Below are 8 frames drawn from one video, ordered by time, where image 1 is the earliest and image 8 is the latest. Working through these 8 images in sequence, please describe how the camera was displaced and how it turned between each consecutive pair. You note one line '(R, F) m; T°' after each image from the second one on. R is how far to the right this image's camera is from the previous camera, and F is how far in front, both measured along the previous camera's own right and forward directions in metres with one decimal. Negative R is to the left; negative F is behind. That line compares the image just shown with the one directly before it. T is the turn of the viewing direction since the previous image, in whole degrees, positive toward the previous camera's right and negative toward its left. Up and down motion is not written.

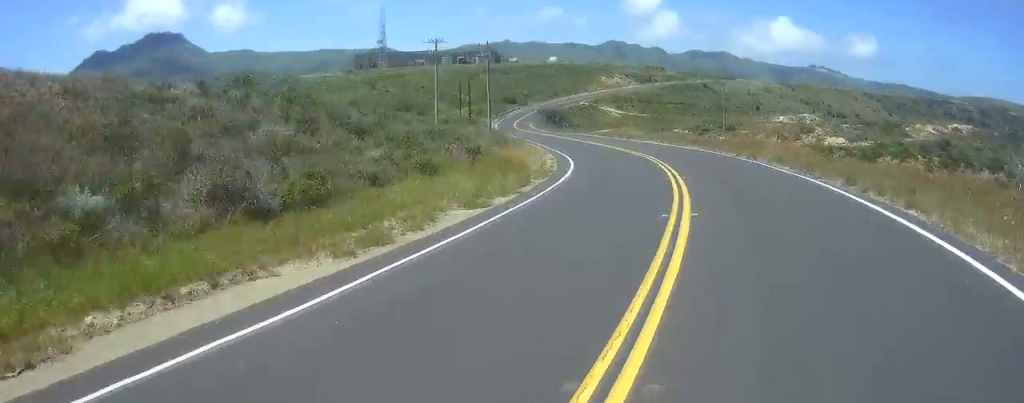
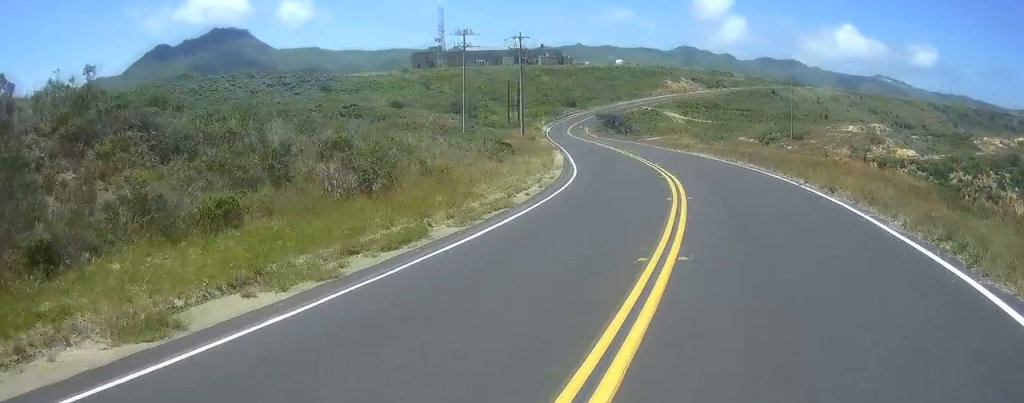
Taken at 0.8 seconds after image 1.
(-0.3, +11.7) m; -5°
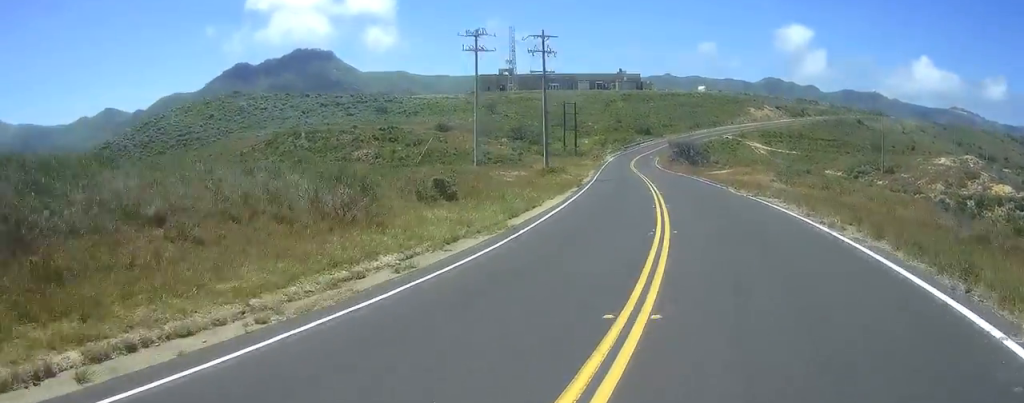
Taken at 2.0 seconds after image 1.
(-1.4, +18.6) m; -8°
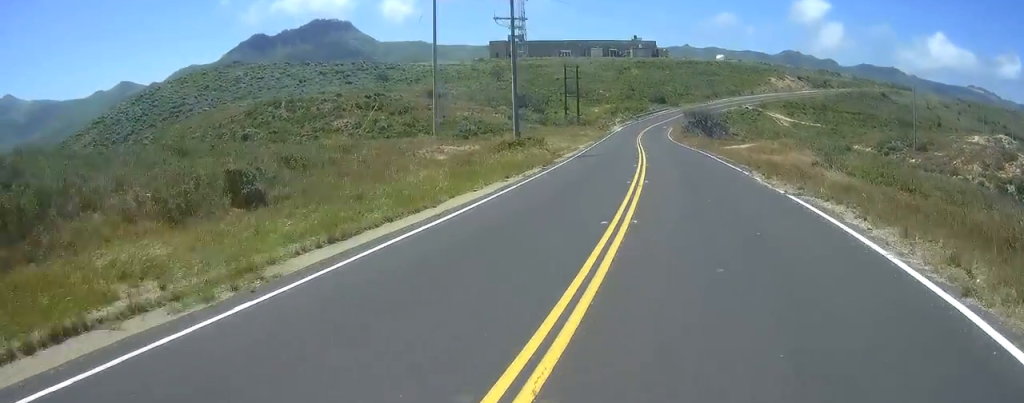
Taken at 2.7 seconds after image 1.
(-0.6, +11.3) m; -5°
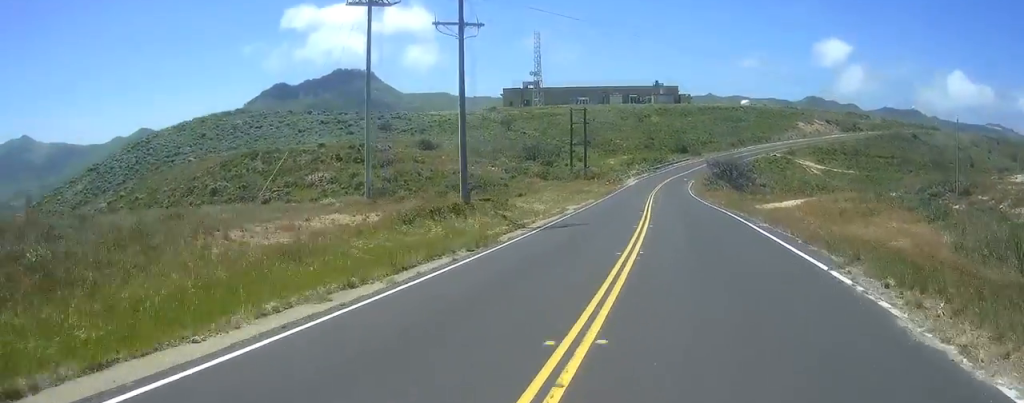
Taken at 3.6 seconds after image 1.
(-0.5, +12.5) m; -4°
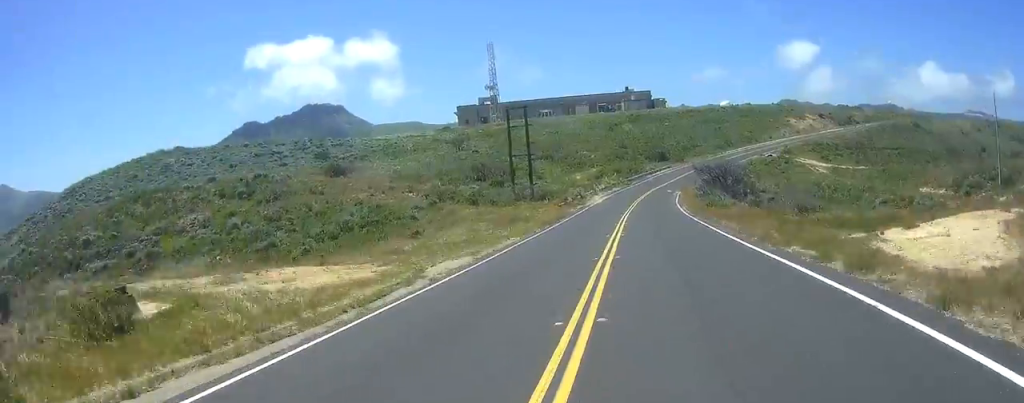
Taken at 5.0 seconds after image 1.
(-0.9, +21.9) m; -4°
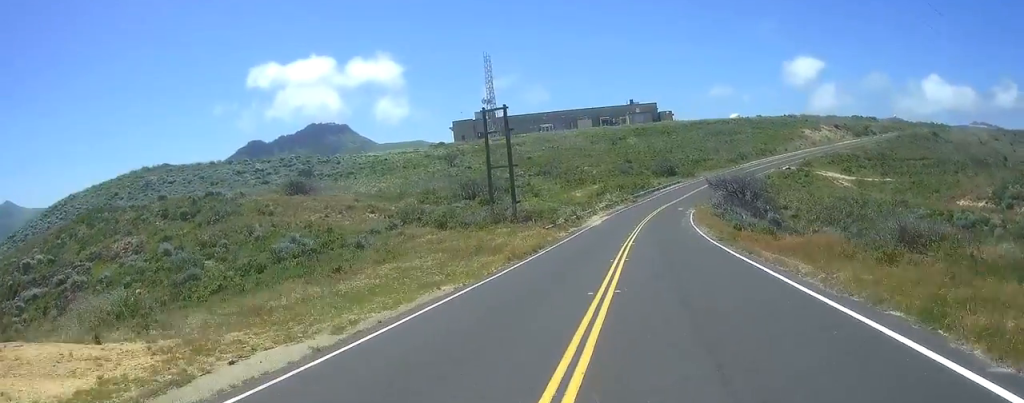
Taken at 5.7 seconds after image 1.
(-0.1, +10.6) m; -1°
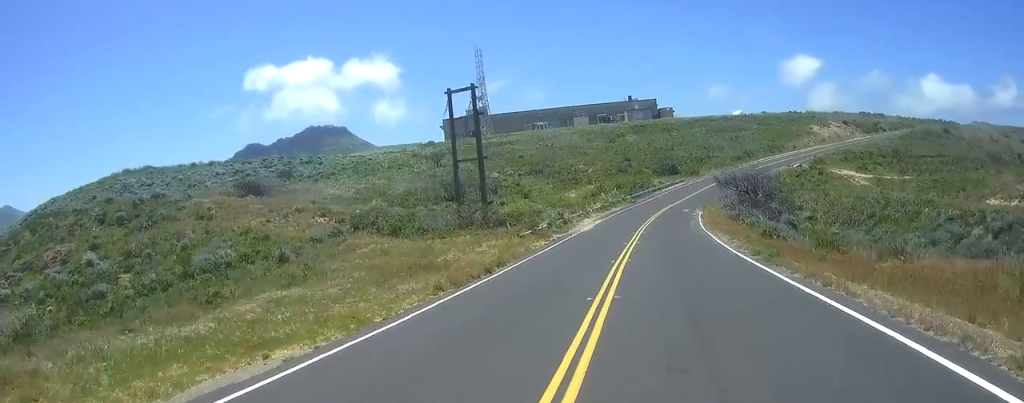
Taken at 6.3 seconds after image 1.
(0.0, +8.5) m; 0°
